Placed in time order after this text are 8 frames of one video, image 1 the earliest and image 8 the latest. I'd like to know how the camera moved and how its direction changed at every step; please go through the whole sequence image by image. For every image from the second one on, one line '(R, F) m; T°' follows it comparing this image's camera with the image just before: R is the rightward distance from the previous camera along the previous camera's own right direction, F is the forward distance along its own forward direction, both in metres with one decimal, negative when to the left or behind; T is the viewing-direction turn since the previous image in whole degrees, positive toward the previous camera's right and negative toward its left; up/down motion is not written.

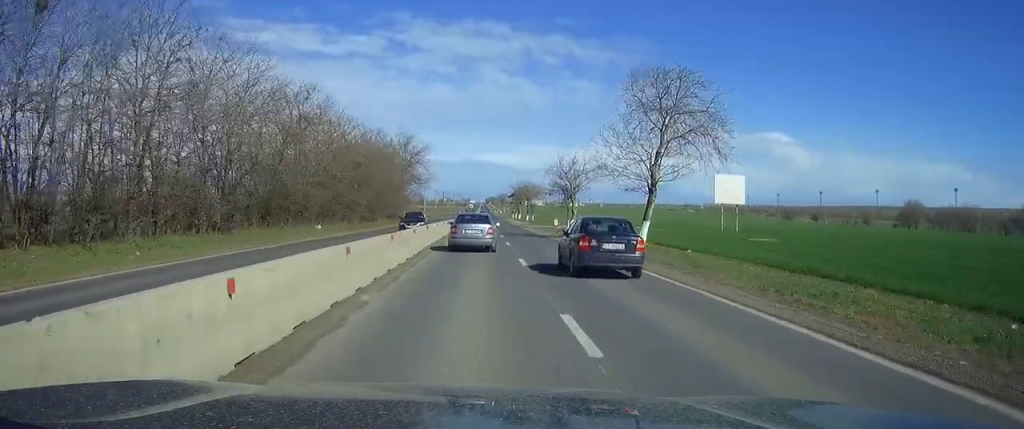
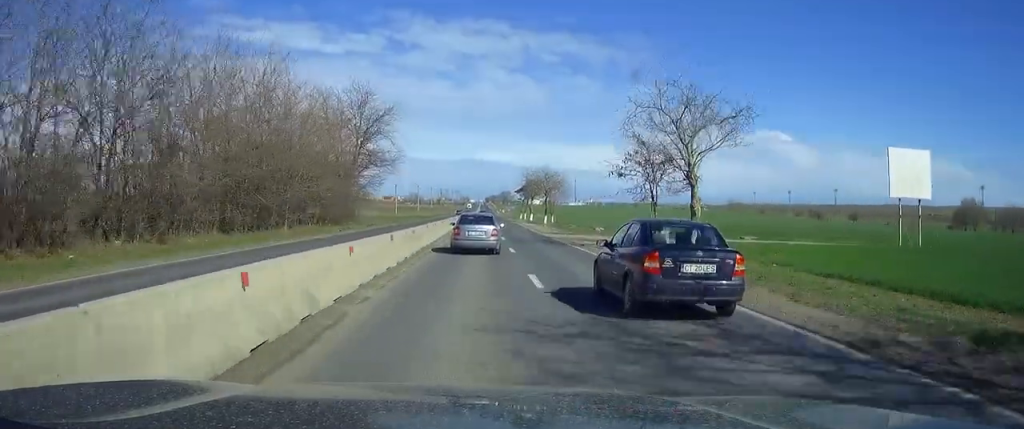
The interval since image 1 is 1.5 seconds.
(0.0, +41.3) m; 0°
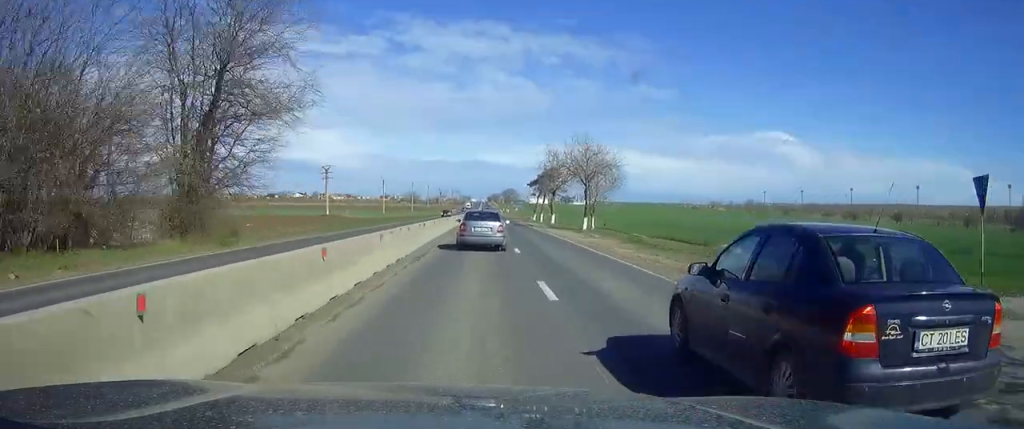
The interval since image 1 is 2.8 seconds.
(0.0, +38.4) m; 0°
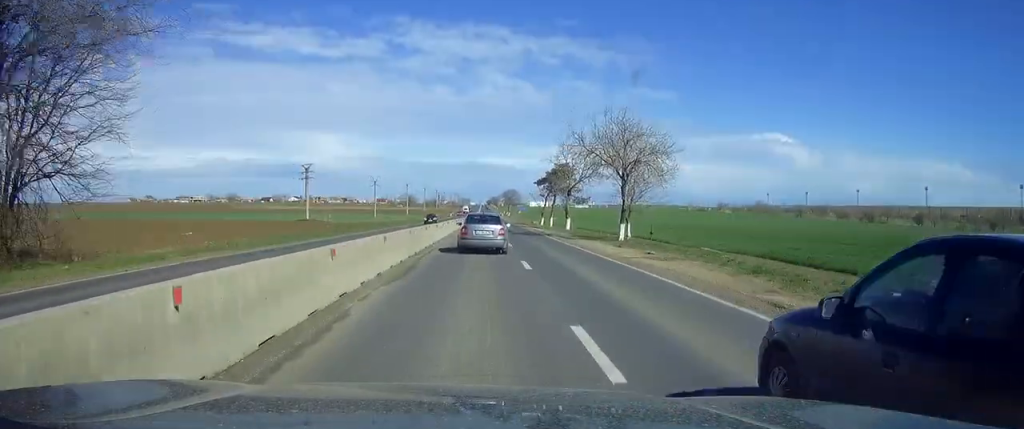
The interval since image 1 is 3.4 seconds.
(-0.1, +17.5) m; 0°
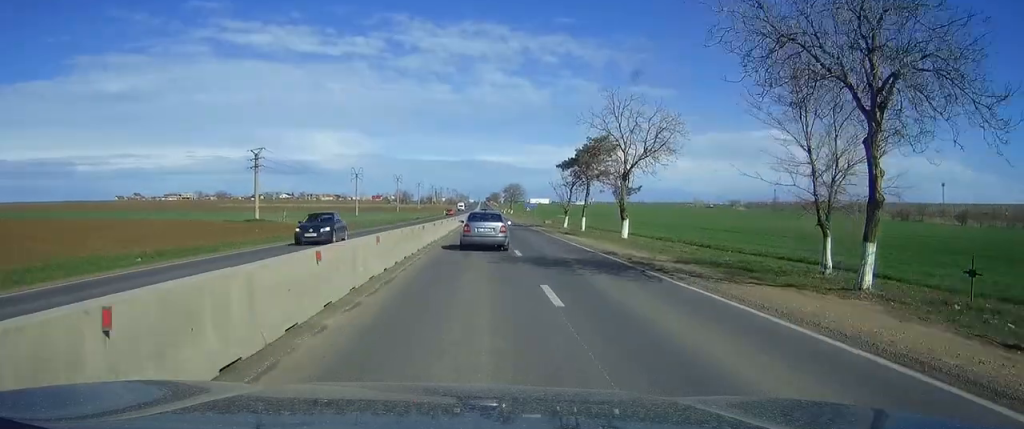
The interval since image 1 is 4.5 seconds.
(+0.2, +31.2) m; 0°
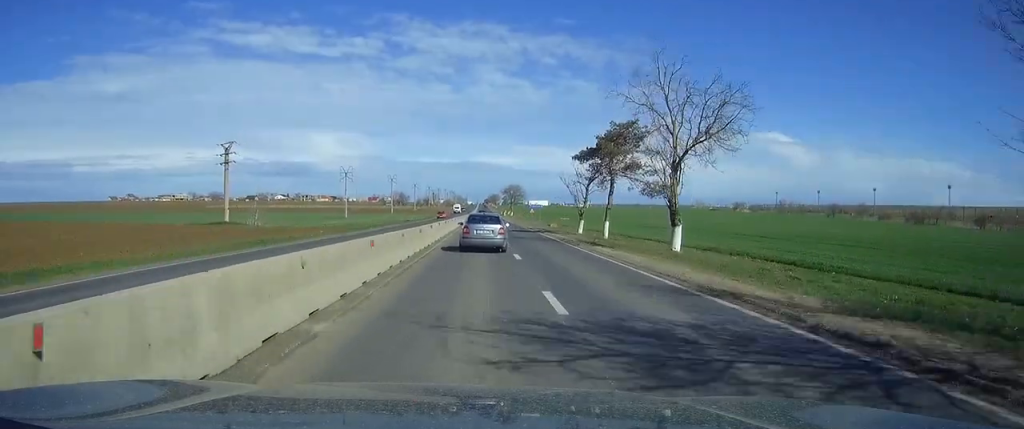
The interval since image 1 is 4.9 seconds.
(0.0, +12.8) m; 0°
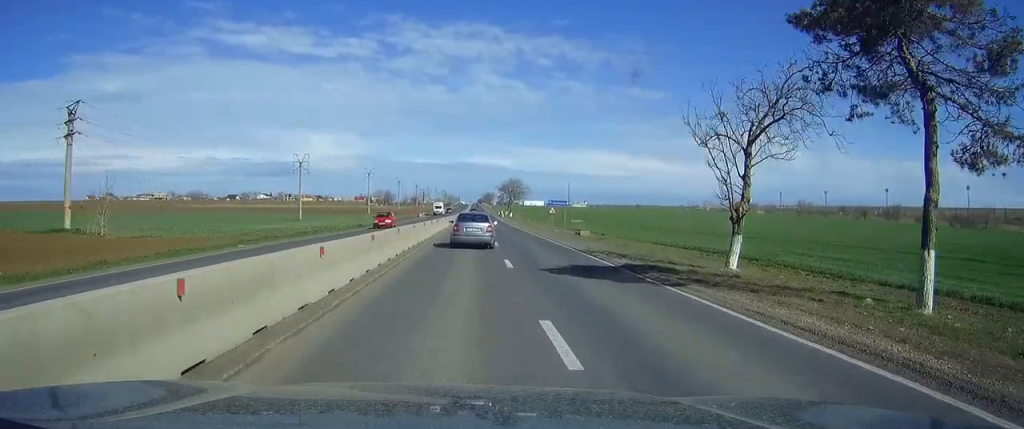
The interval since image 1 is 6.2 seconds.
(0.0, +39.5) m; +1°
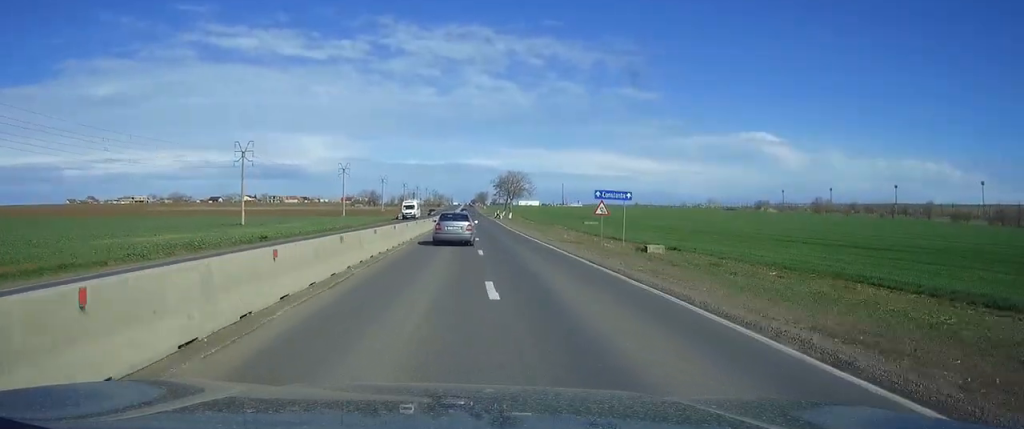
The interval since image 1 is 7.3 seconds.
(+0.3, +30.8) m; +1°
